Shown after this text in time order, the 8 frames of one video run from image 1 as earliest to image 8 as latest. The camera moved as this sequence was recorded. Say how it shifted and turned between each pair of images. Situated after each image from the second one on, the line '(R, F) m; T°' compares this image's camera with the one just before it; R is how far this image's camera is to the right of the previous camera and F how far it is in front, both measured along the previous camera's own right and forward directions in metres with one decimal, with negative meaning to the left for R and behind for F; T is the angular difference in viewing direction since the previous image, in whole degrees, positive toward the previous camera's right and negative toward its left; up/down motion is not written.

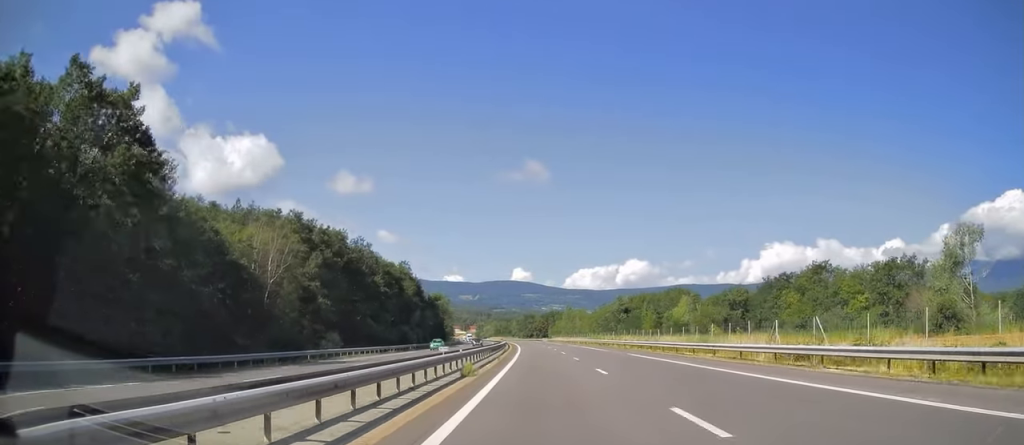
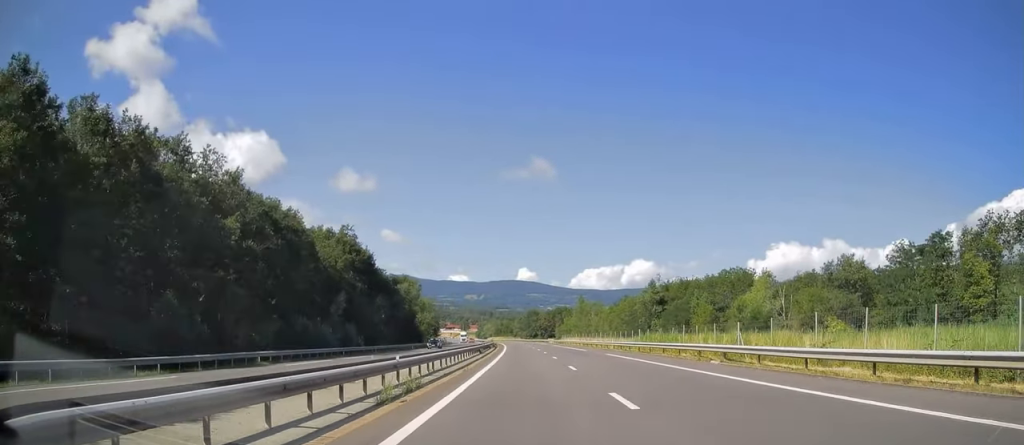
(-0.4, +49.2) m; 0°
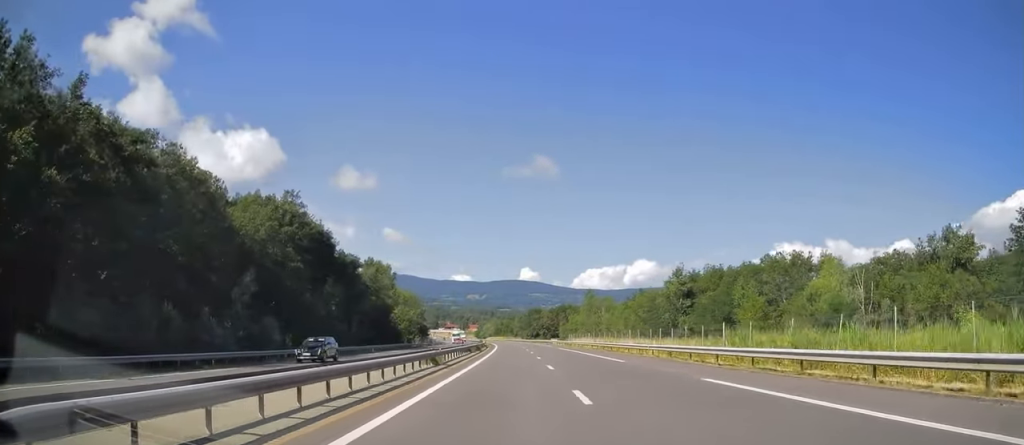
(+0.1, +25.1) m; 0°
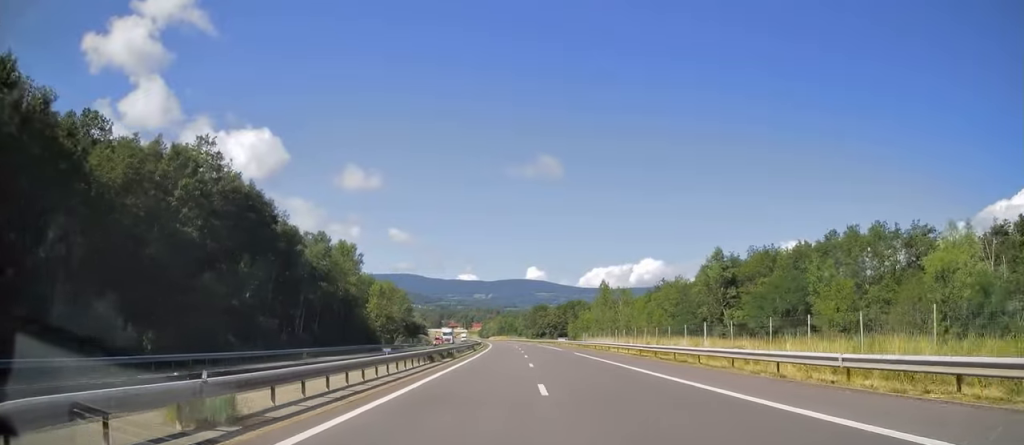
(-0.2, +23.8) m; -1°
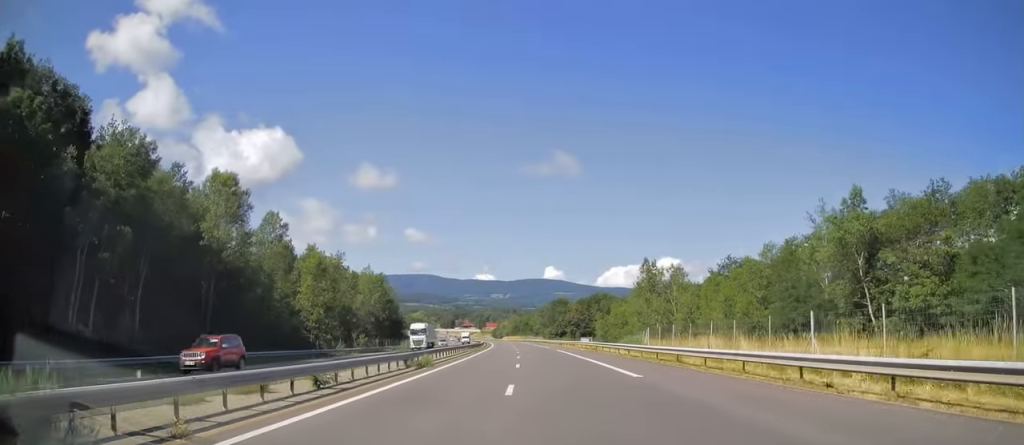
(-0.4, +38.7) m; -1°
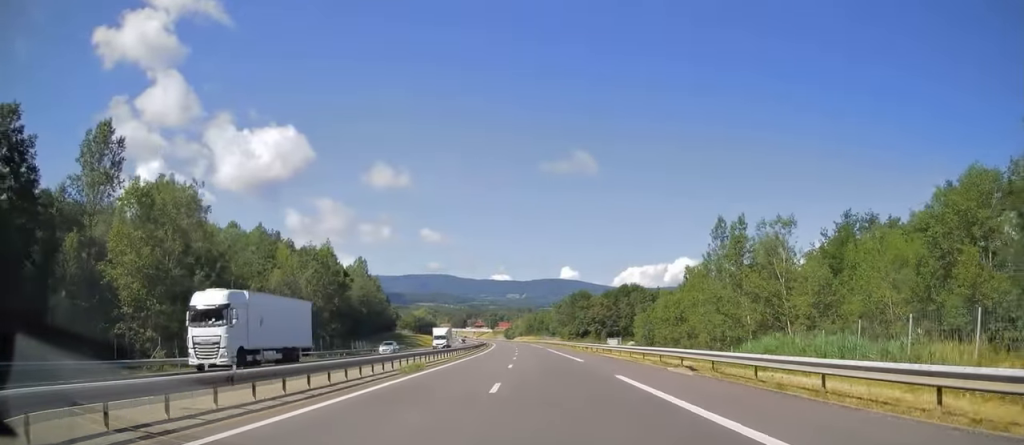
(-0.7, +37.7) m; -2°
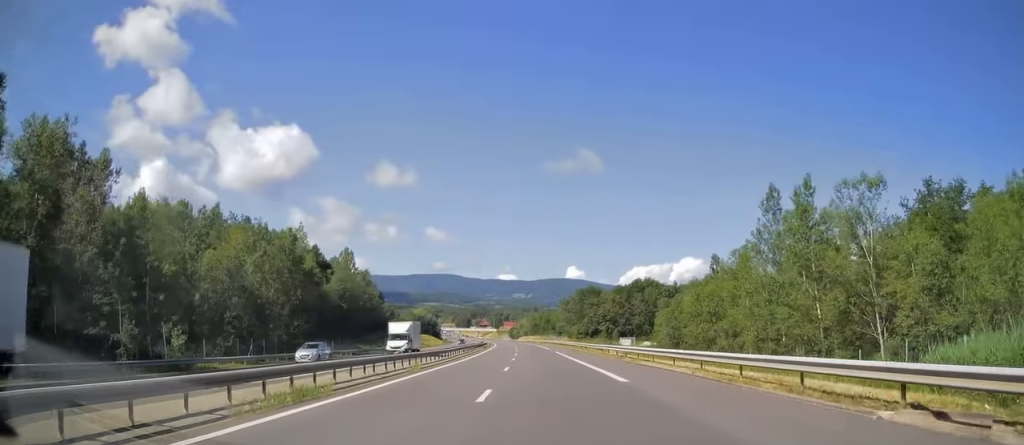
(-0.1, +15.1) m; -1°
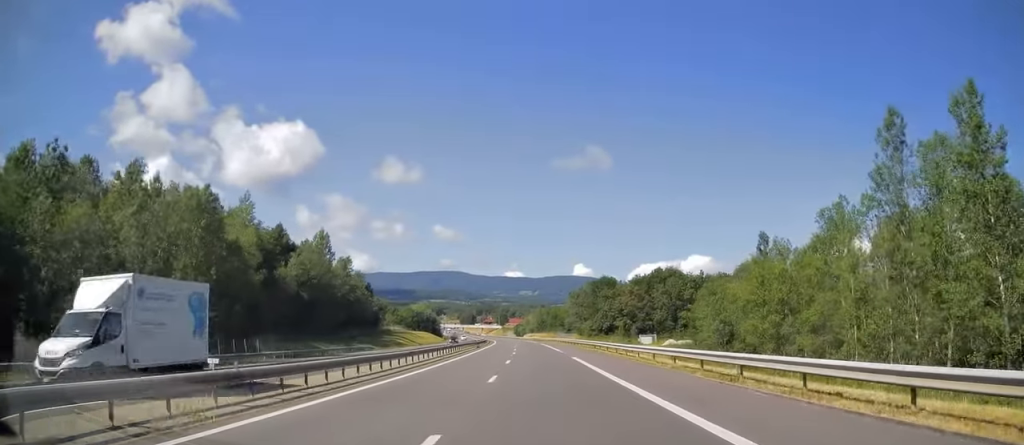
(-0.1, +20.5) m; 0°
